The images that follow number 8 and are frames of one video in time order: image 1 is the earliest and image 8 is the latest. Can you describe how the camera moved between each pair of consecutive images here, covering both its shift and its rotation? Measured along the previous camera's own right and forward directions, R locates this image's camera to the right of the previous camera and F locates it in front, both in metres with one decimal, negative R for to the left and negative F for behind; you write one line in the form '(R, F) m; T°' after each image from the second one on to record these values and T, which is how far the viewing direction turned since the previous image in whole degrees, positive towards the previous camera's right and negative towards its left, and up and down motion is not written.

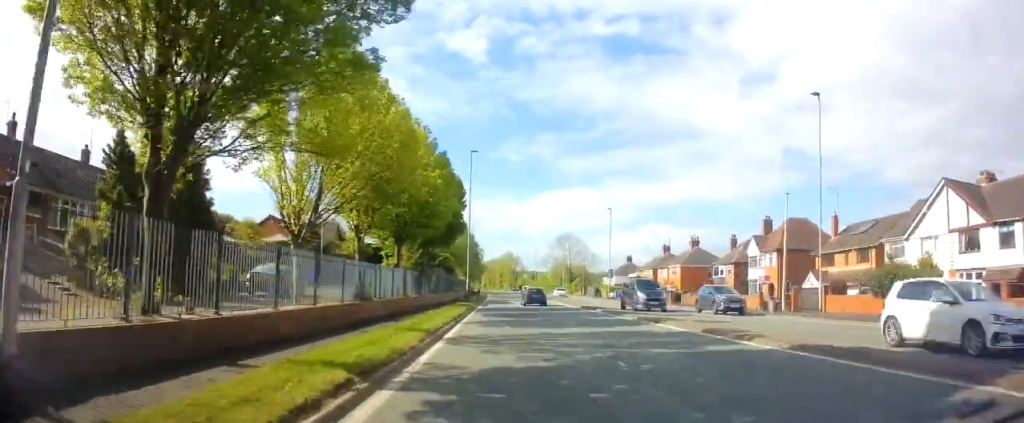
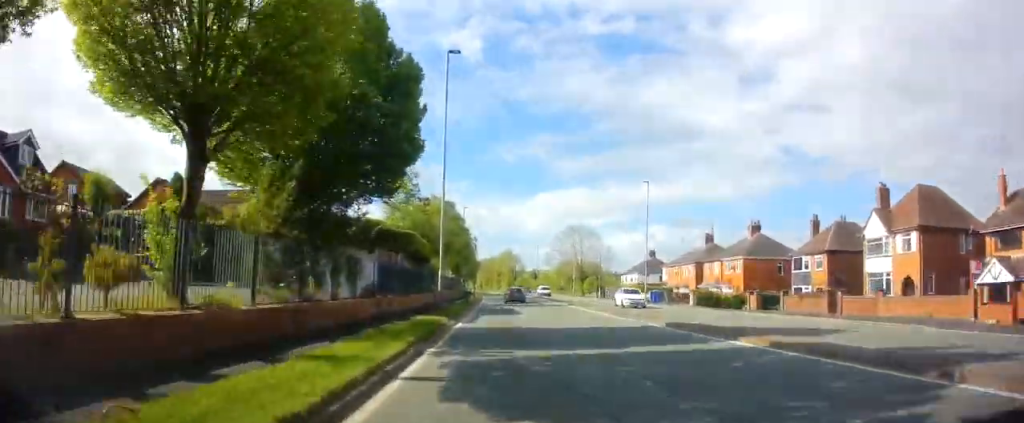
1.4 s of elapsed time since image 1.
(+0.1, +20.5) m; 0°
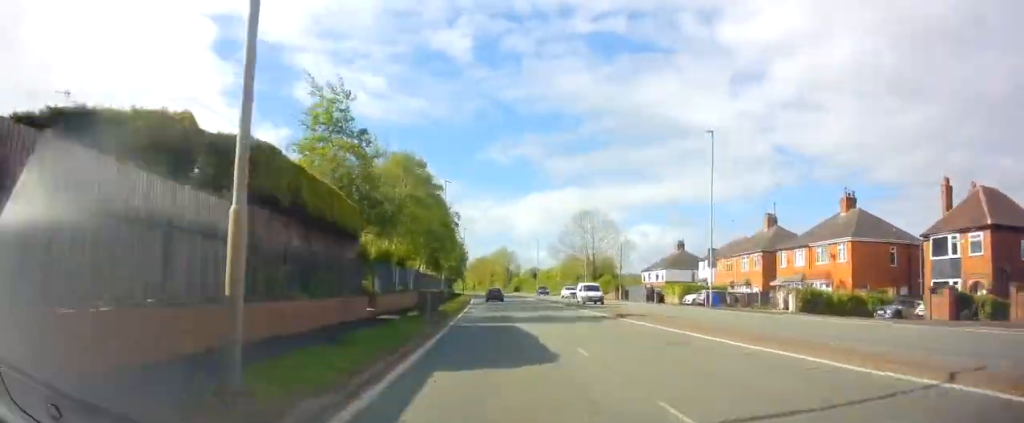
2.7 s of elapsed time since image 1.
(-0.3, +19.7) m; 0°
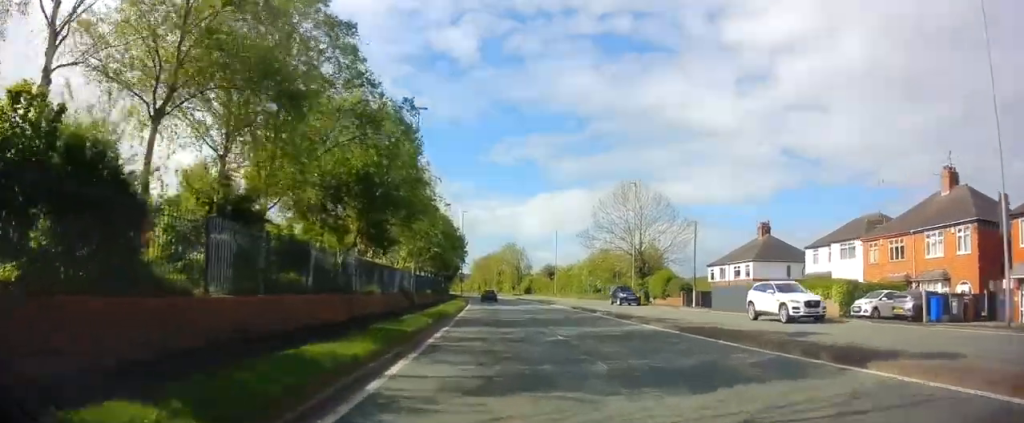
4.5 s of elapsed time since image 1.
(+0.1, +25.9) m; 0°
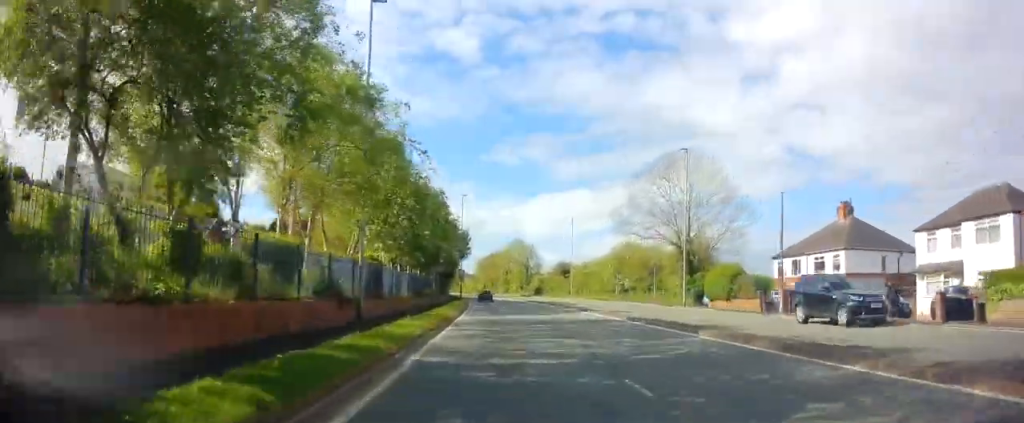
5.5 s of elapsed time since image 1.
(+0.1, +14.8) m; 0°
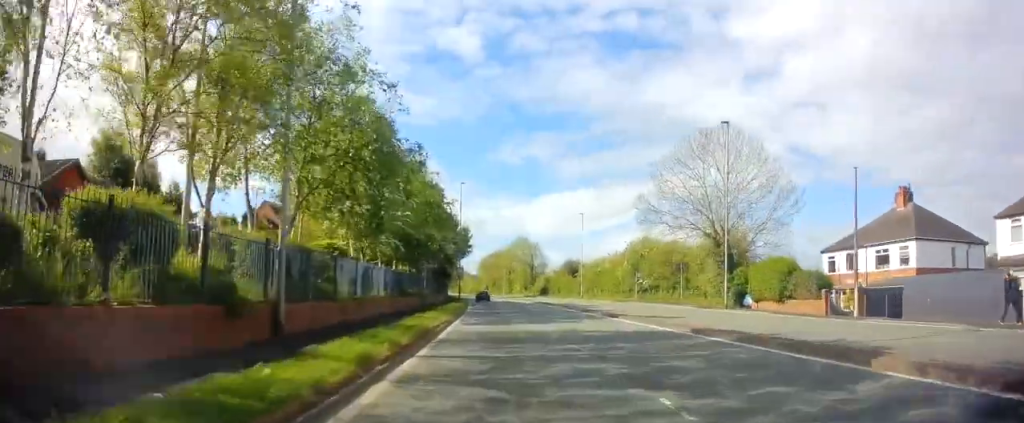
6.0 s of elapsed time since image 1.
(0.0, +7.9) m; 0°
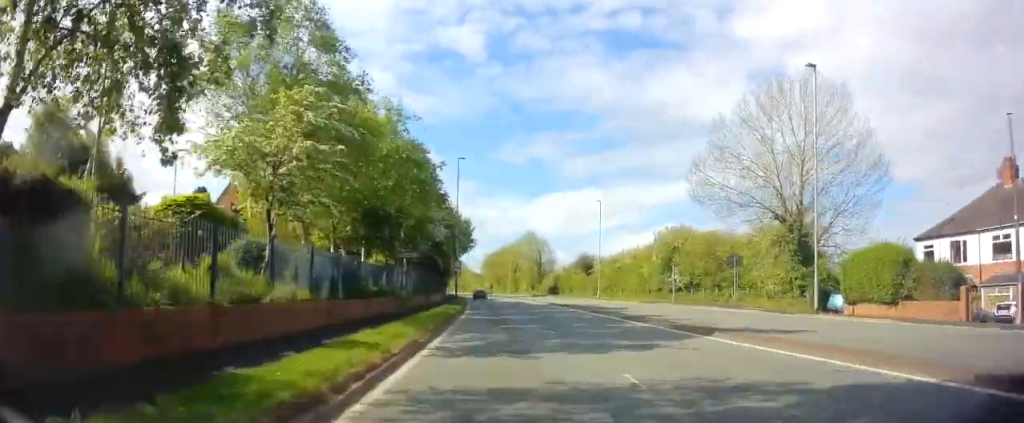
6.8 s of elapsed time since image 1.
(-0.2, +10.8) m; -1°
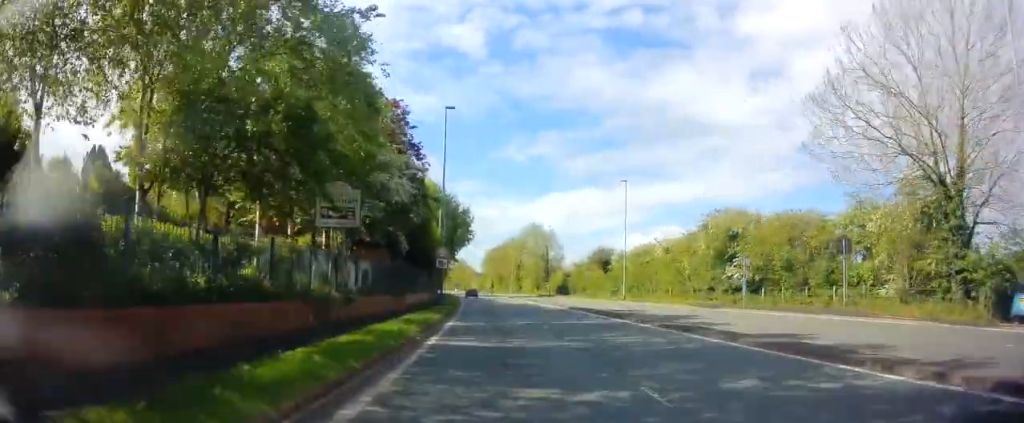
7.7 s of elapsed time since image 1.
(0.0, +13.7) m; 0°
